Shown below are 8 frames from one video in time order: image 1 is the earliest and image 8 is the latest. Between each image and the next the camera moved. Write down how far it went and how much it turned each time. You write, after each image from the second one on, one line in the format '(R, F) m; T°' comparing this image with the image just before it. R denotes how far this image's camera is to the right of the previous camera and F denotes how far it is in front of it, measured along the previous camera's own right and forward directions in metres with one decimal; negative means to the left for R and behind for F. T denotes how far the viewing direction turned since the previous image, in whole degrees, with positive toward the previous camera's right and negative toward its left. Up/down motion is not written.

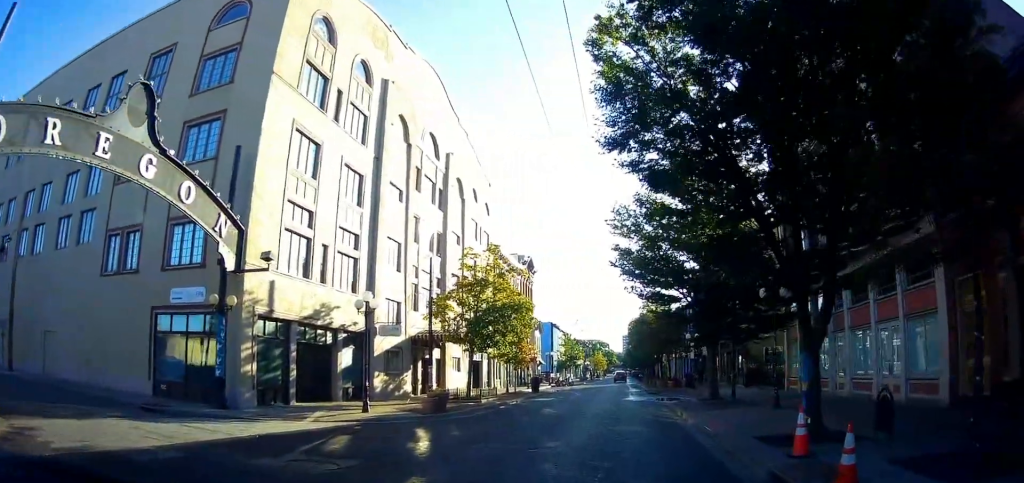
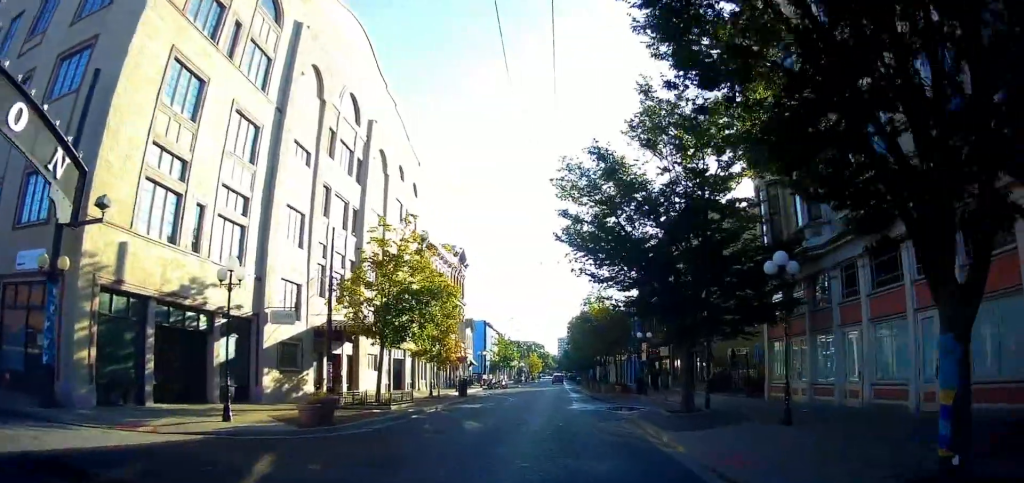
(+0.1, +4.7) m; +5°
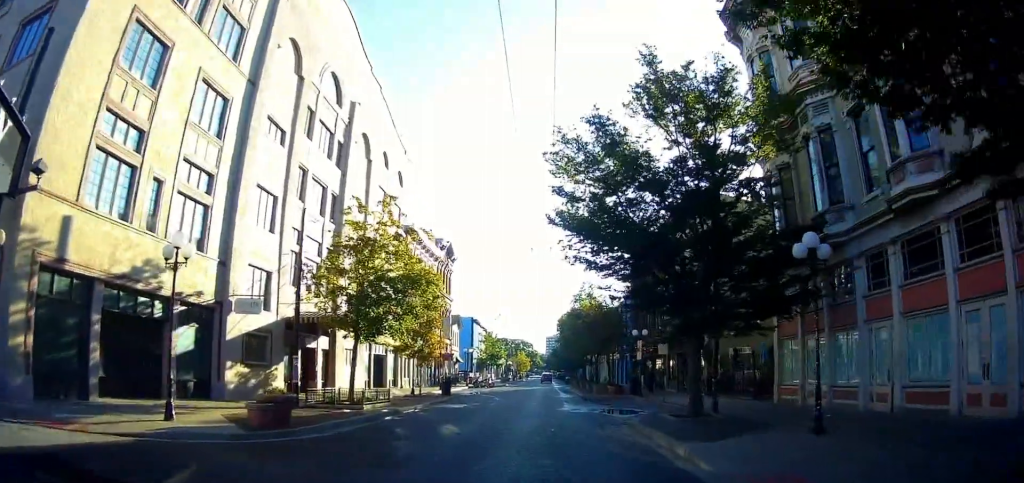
(+0.1, +2.0) m; +2°
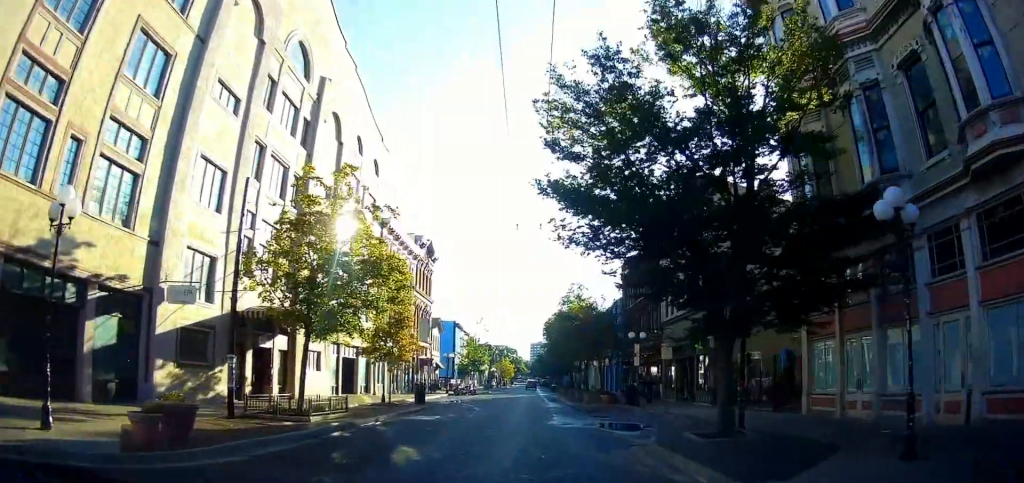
(+0.1, +3.2) m; +3°
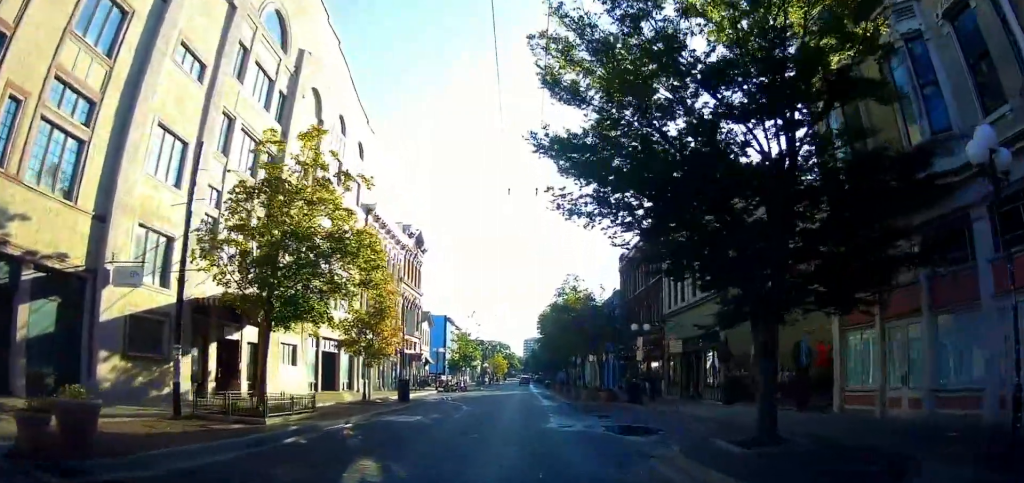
(+0.1, +2.2) m; +1°
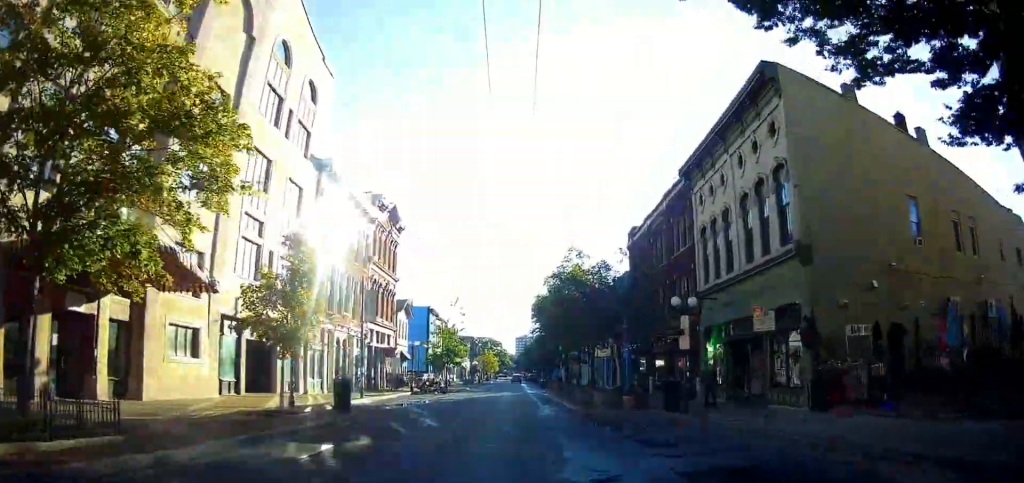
(+0.1, +8.0) m; 0°
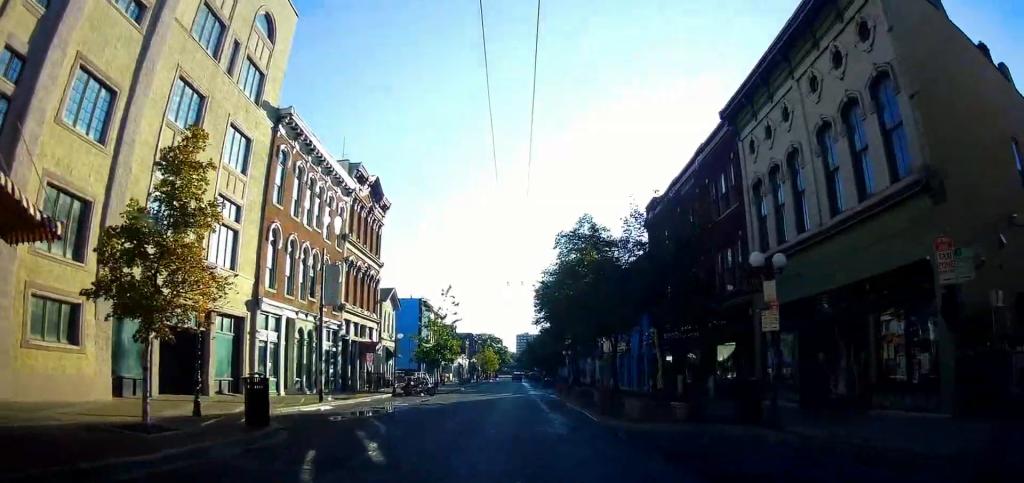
(0.0, +6.3) m; 0°
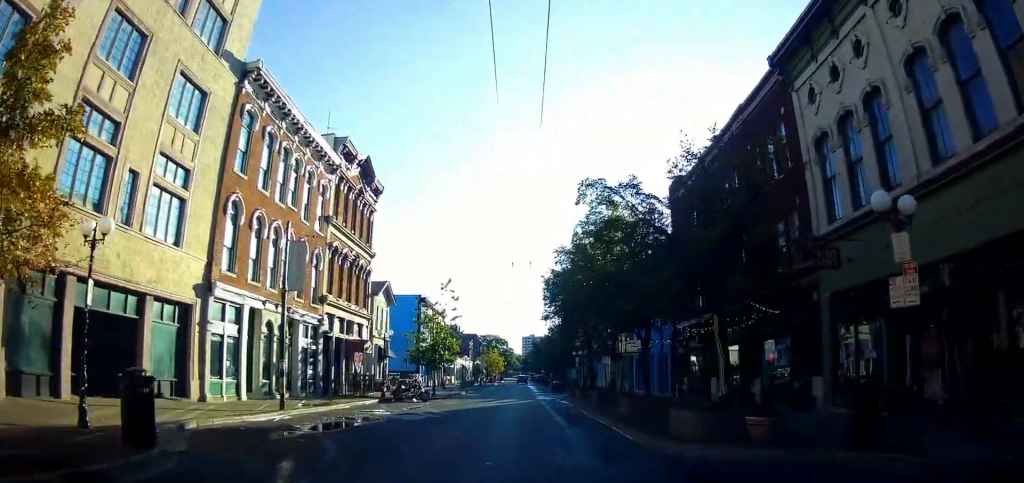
(0.0, +4.5) m; 0°
